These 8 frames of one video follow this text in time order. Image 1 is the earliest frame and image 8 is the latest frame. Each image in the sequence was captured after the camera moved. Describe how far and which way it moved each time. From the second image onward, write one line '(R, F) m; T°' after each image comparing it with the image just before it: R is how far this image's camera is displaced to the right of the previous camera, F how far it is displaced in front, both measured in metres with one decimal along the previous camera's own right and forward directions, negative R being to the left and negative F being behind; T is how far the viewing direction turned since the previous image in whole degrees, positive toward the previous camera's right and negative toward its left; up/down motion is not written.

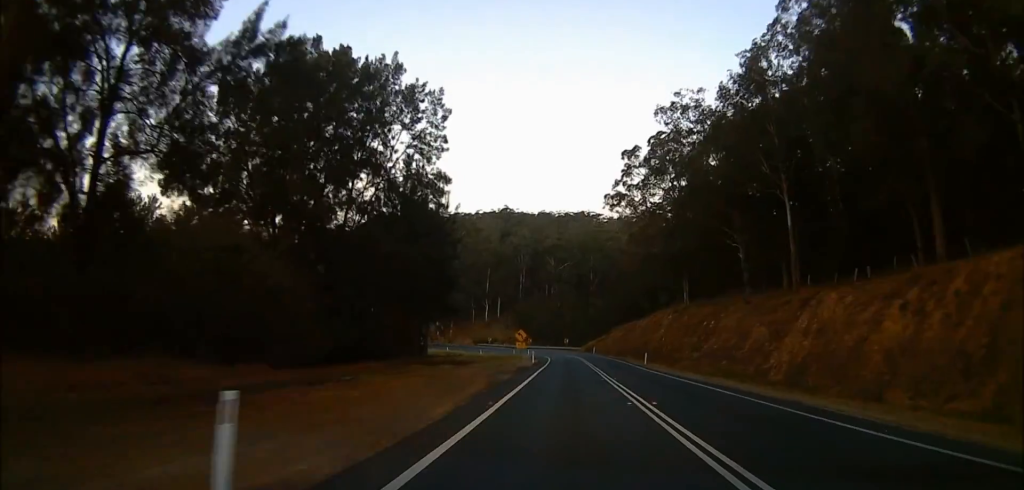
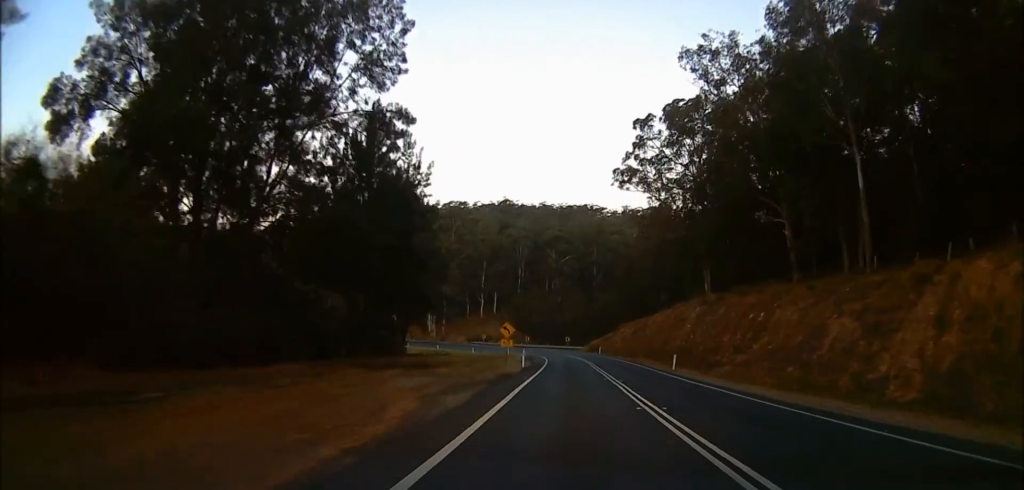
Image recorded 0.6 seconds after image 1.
(-0.1, +13.5) m; +1°
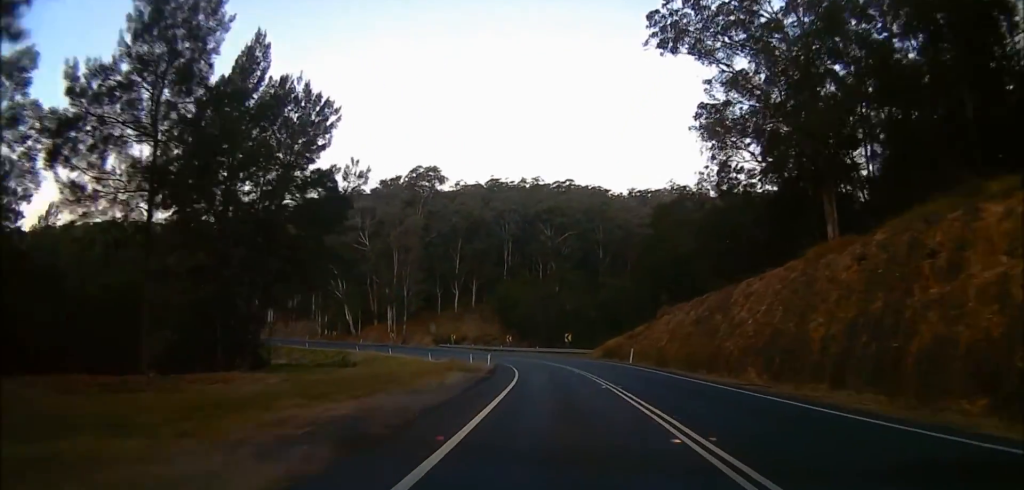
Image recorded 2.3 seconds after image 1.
(+2.5, +40.7) m; +1°
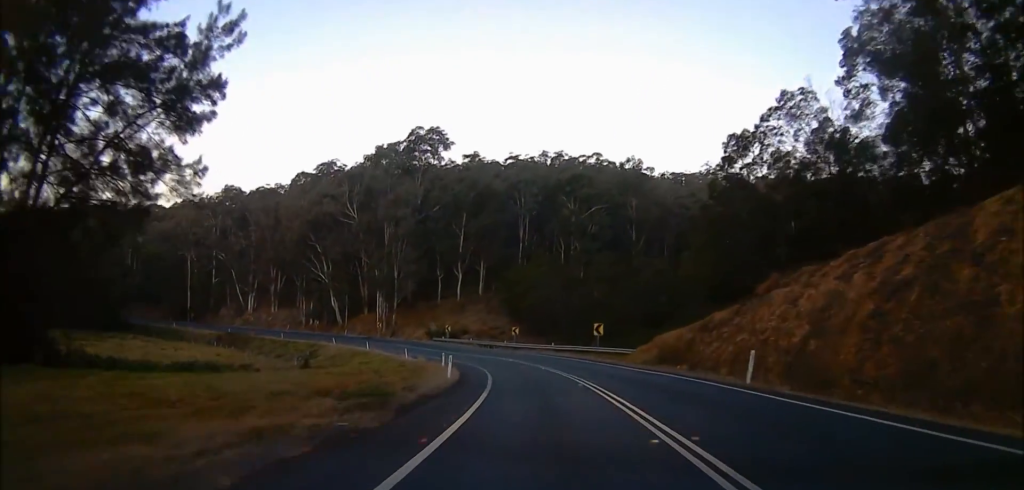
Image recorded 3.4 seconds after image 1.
(-2.1, +24.2) m; -7°
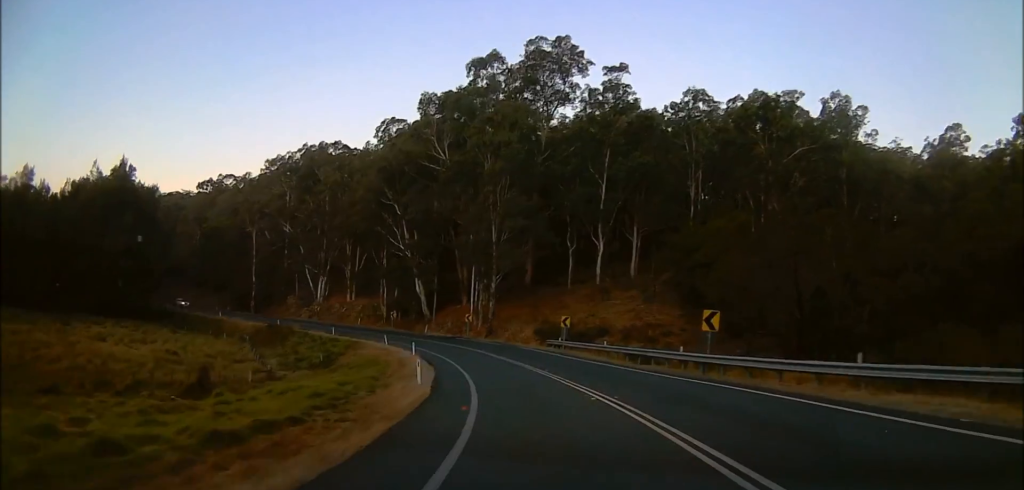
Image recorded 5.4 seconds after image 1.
(-4.7, +40.7) m; -13°
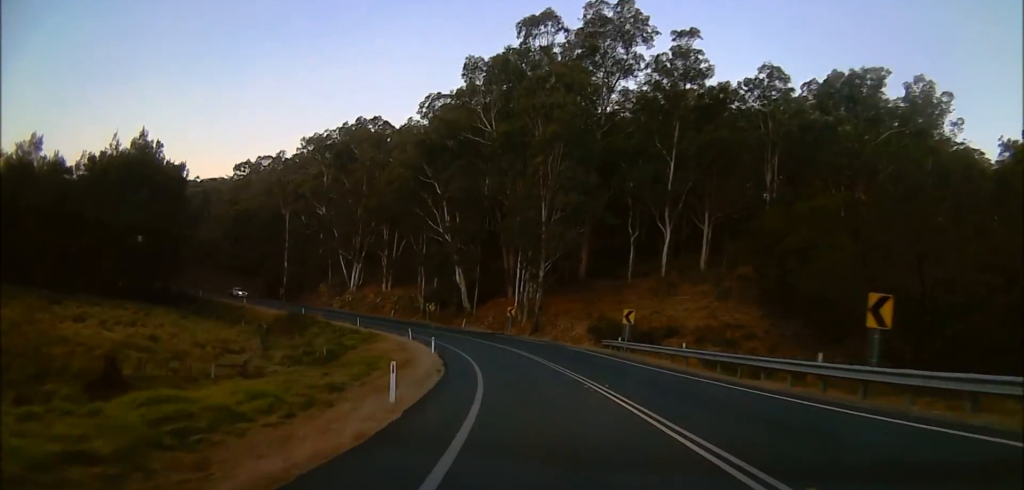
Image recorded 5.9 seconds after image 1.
(-0.2, +10.1) m; -1°
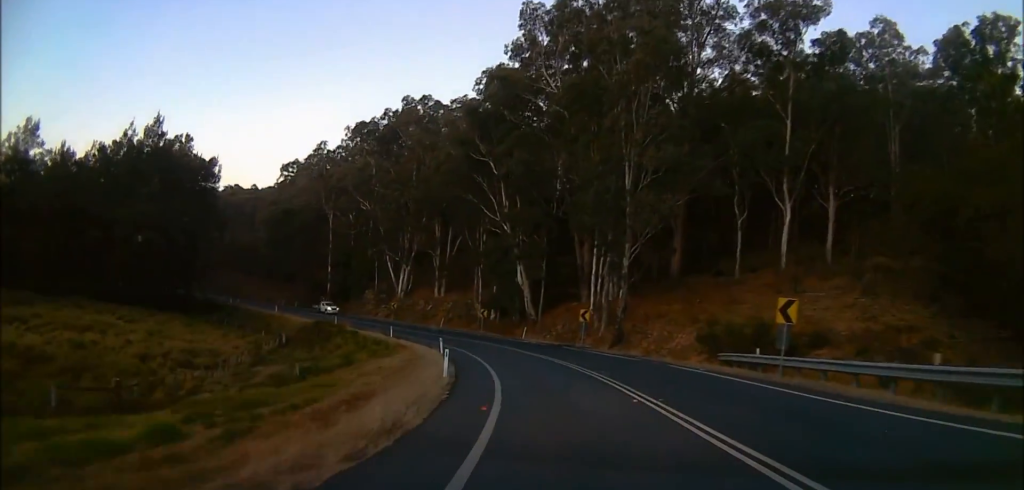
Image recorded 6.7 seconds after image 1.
(-0.2, +15.2) m; -6°
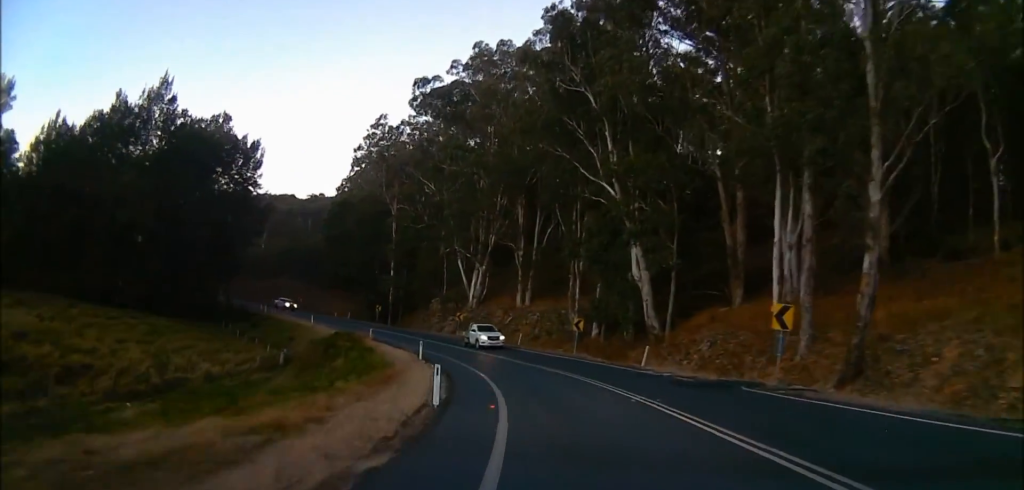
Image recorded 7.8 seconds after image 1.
(-2.7, +21.9) m; -13°
